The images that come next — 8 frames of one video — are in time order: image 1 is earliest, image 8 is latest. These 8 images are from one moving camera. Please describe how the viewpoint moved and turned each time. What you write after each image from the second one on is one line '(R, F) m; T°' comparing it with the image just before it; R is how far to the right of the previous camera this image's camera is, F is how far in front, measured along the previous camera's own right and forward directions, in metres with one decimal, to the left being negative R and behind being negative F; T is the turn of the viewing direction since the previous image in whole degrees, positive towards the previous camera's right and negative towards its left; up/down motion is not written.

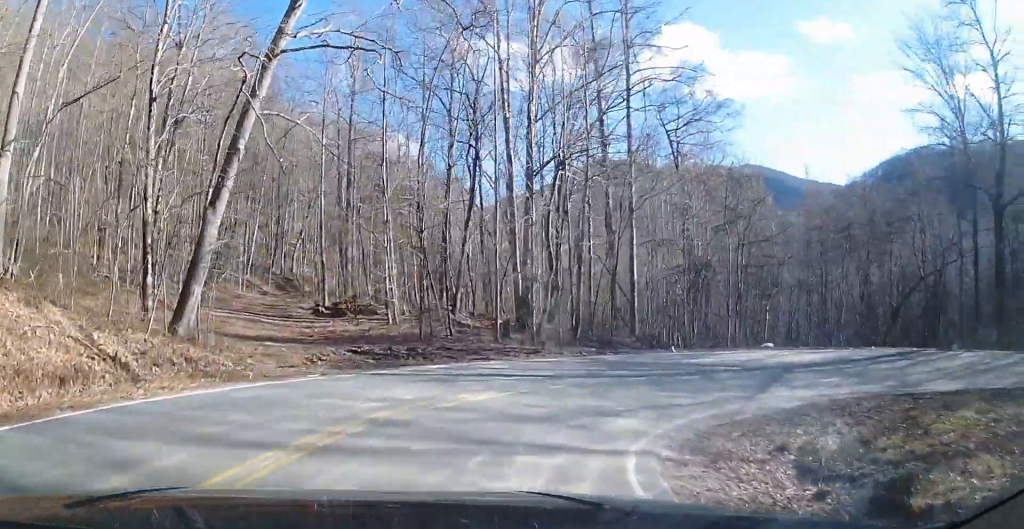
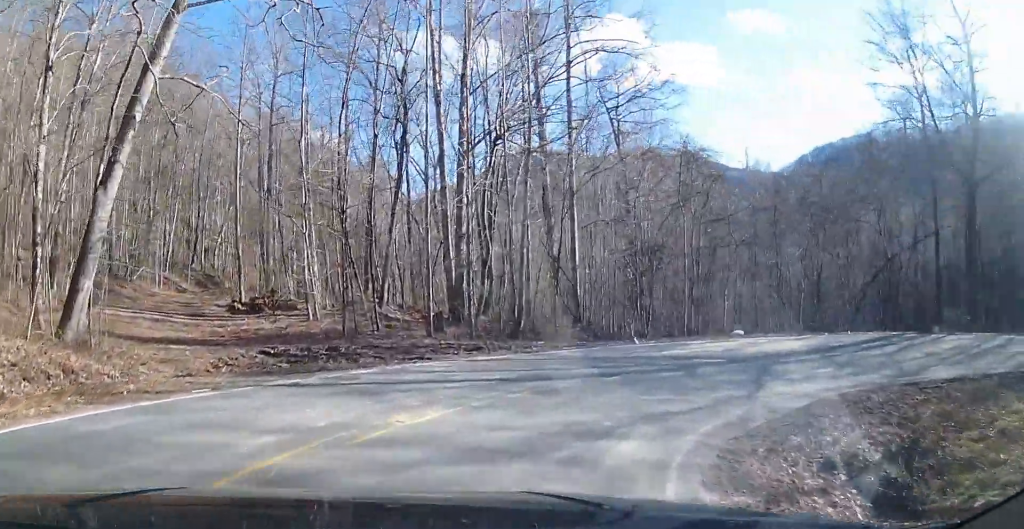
(+0.4, +3.5) m; +8°
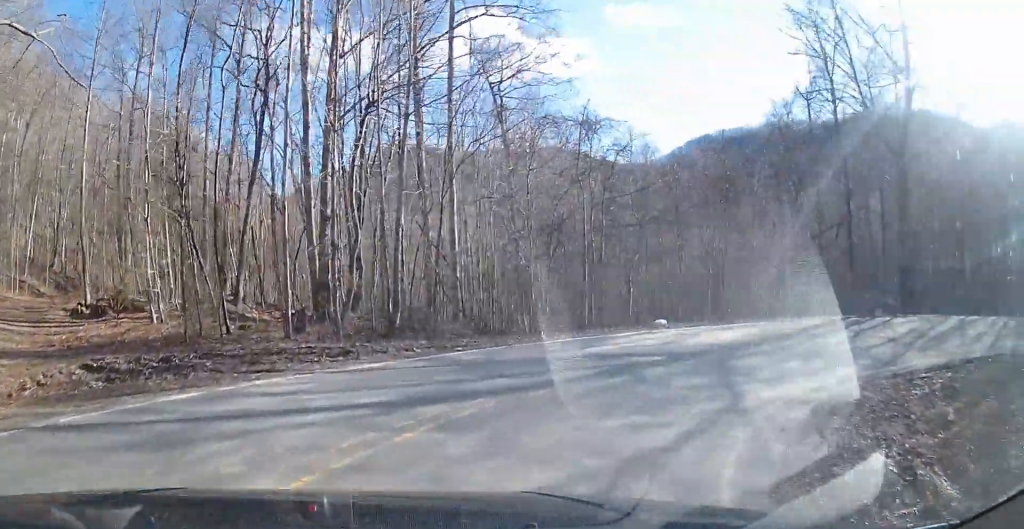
(+0.3, +4.4) m; +12°
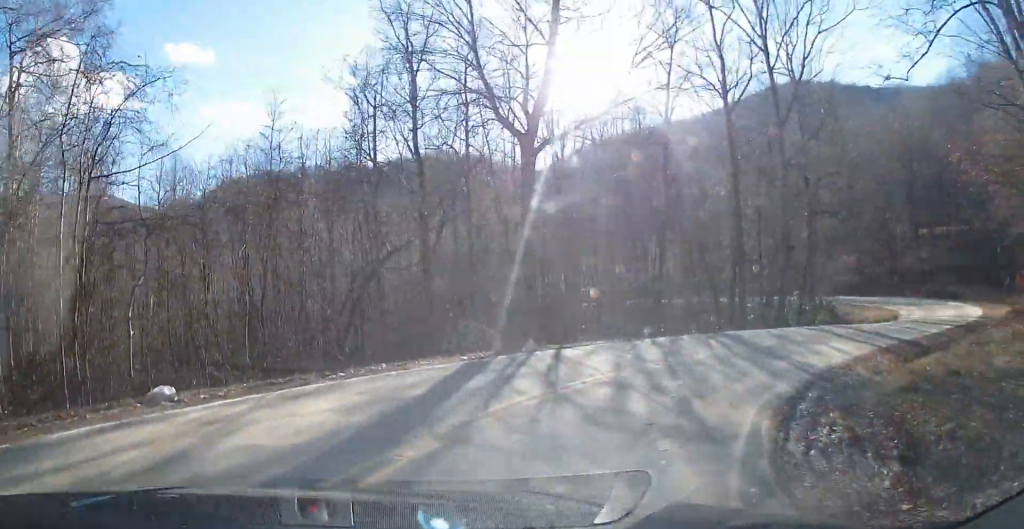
(+3.5, +9.7) m; +43°
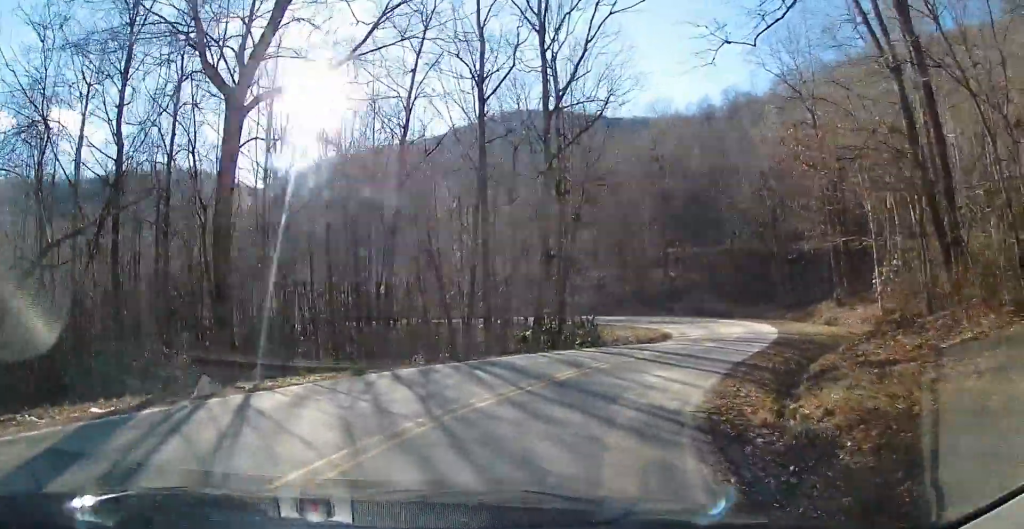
(+1.5, +5.1) m; +29°
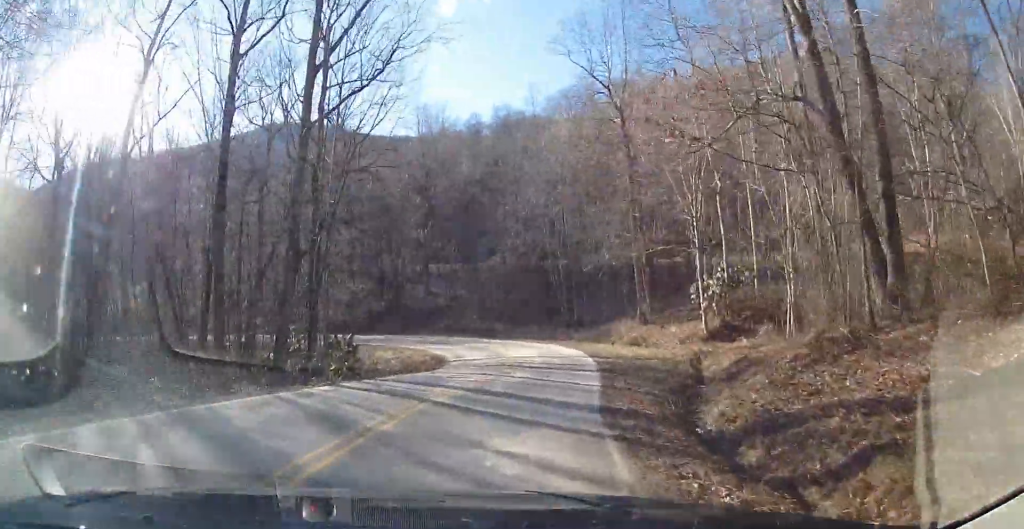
(+1.1, +6.0) m; +19°
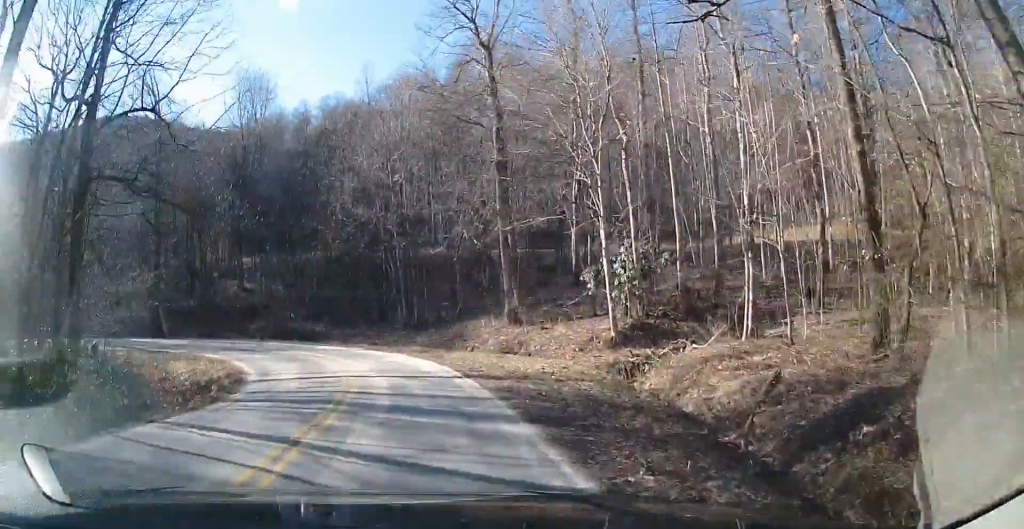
(+1.2, +9.0) m; +8°
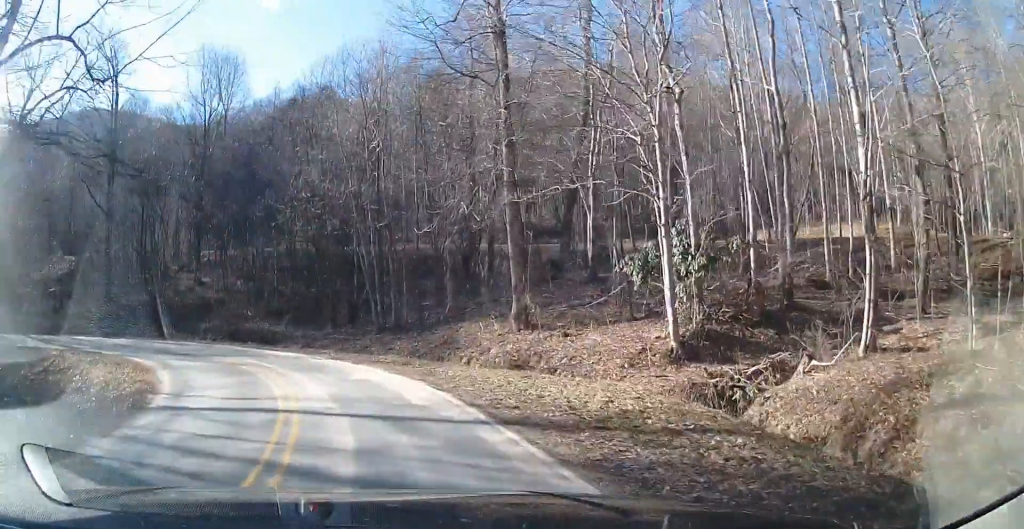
(0.0, +6.8) m; 0°
